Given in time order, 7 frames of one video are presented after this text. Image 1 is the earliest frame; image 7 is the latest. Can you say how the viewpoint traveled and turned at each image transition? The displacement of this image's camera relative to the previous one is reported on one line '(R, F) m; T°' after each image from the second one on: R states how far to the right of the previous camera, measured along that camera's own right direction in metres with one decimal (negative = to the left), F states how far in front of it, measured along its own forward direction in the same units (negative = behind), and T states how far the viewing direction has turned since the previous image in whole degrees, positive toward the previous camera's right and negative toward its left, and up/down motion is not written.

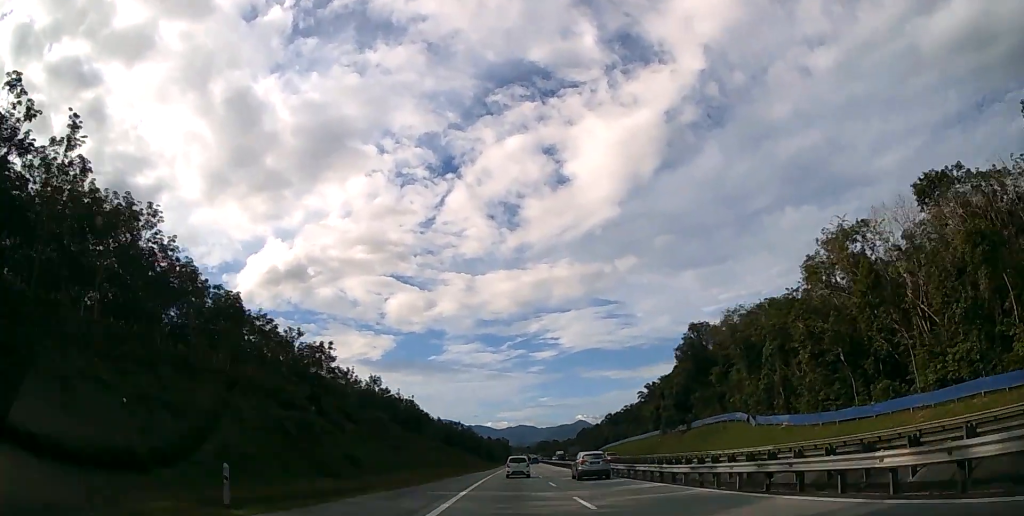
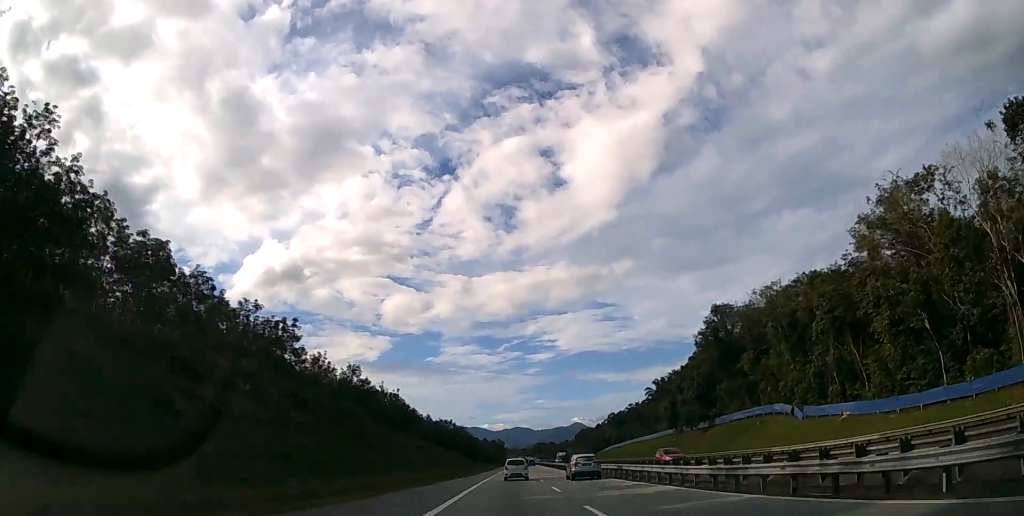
(+0.1, +14.9) m; 0°
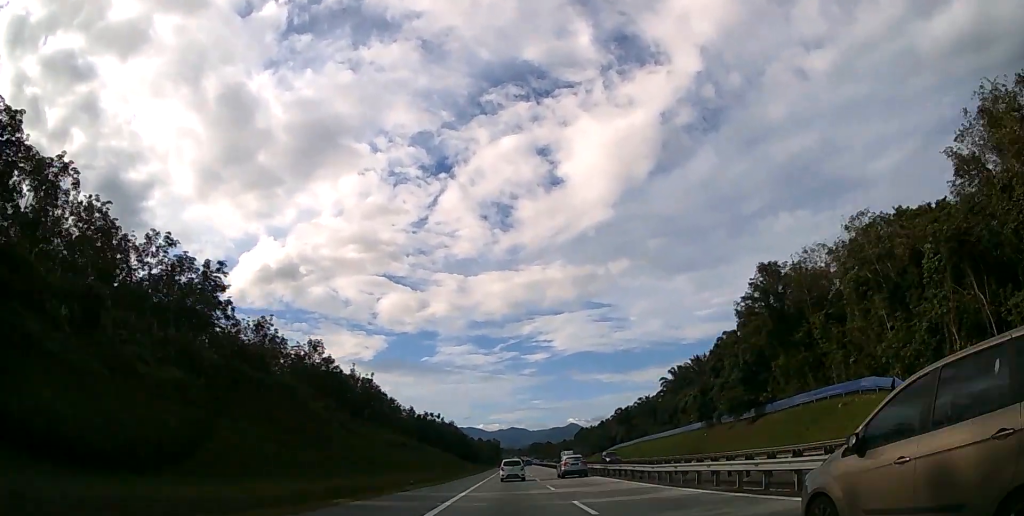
(+0.1, +21.3) m; +1°
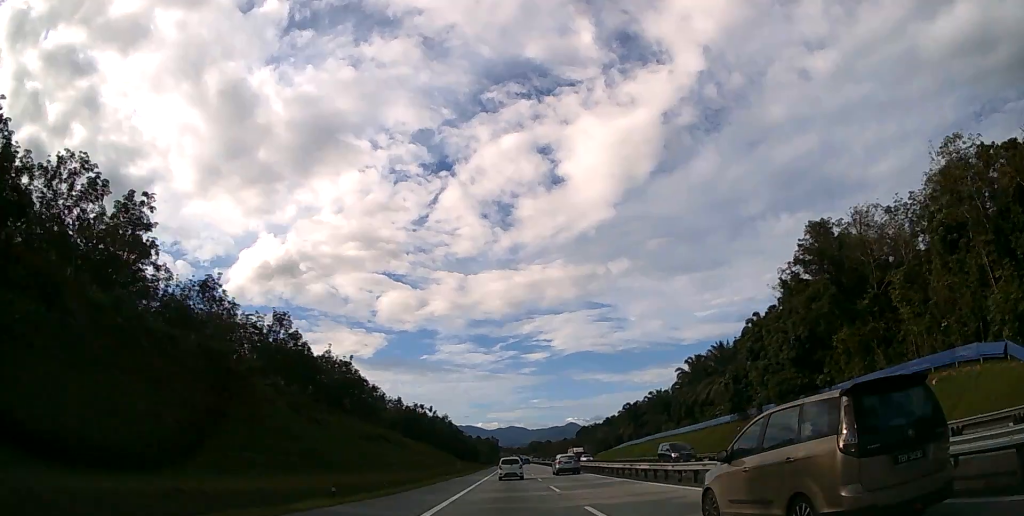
(+0.1, +14.9) m; 0°
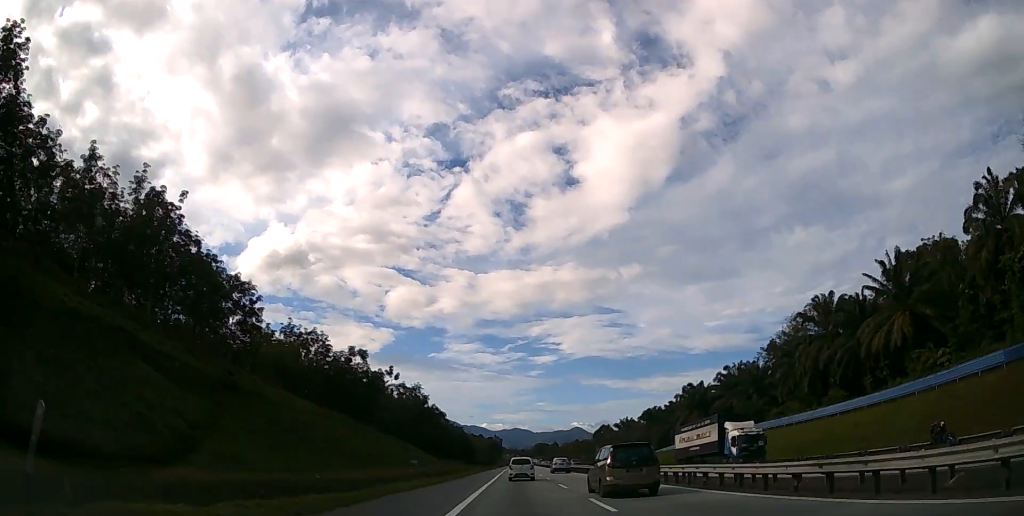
(+0.2, +57.3) m; 0°
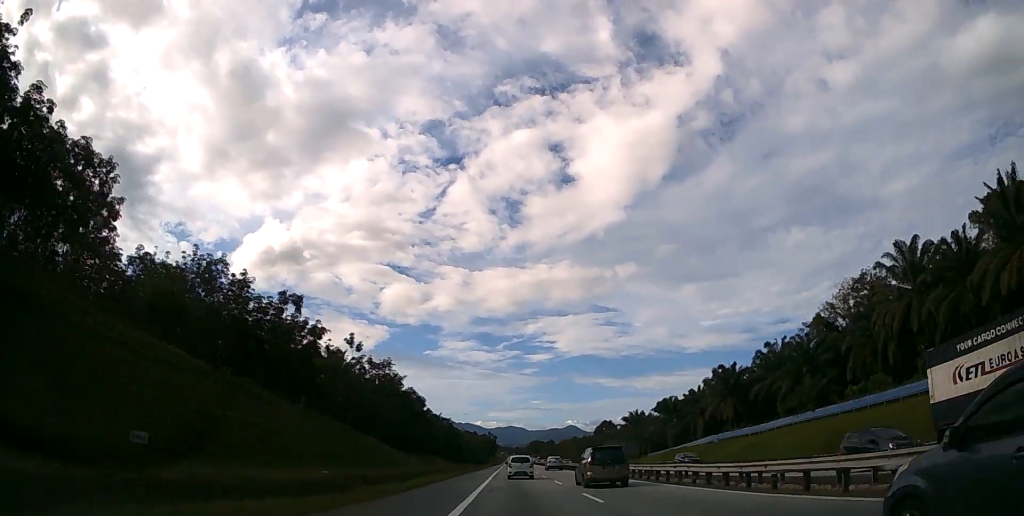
(0.0, +21.8) m; 0°
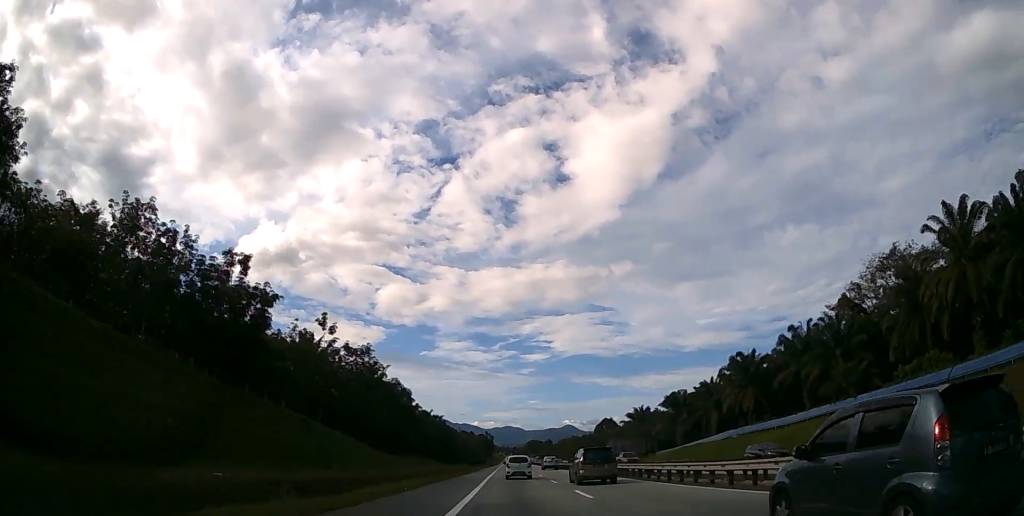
(0.0, +10.3) m; 0°
